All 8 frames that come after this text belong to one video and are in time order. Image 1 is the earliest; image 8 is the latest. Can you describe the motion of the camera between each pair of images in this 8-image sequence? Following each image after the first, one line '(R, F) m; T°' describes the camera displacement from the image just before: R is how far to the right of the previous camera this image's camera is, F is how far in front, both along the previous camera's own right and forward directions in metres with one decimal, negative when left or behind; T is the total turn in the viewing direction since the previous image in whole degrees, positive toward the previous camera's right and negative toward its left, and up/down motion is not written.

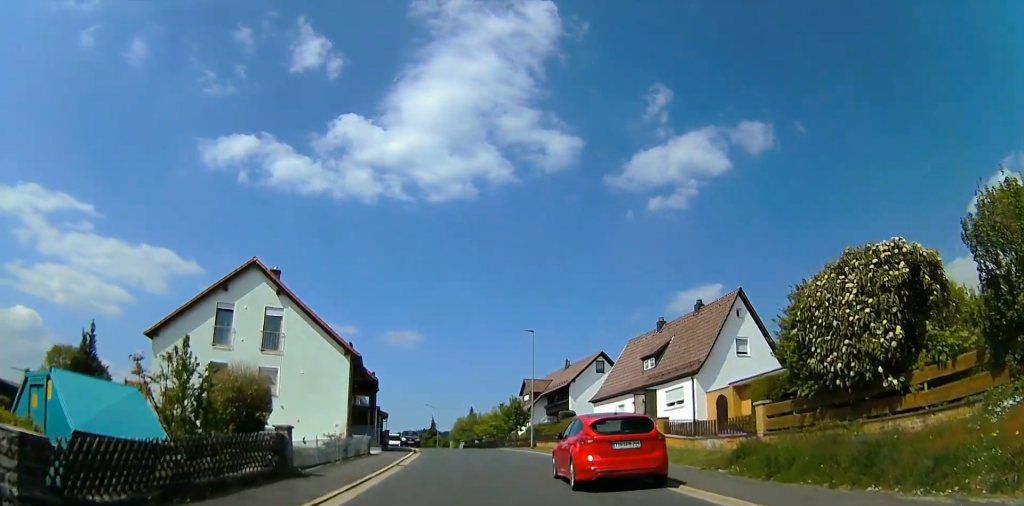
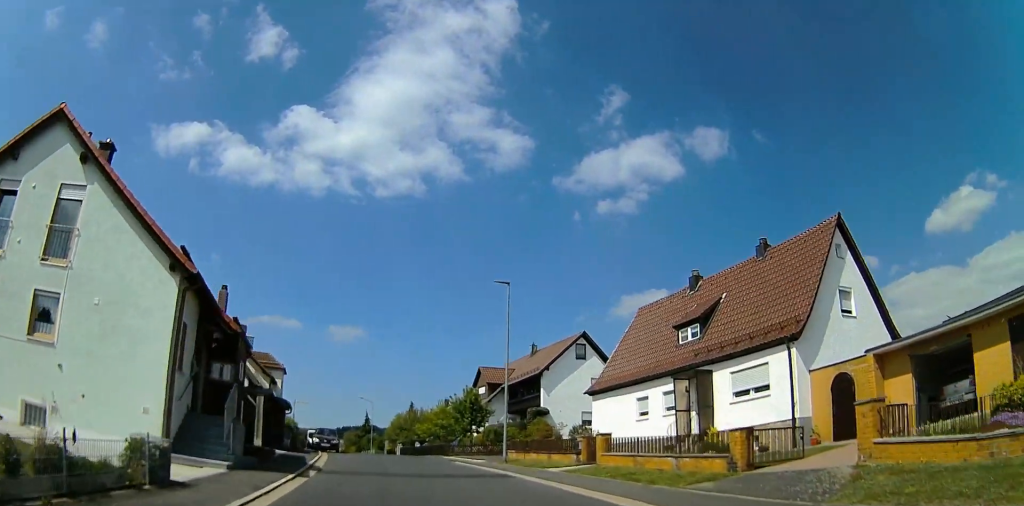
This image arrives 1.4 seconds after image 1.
(-0.2, +14.0) m; +1°
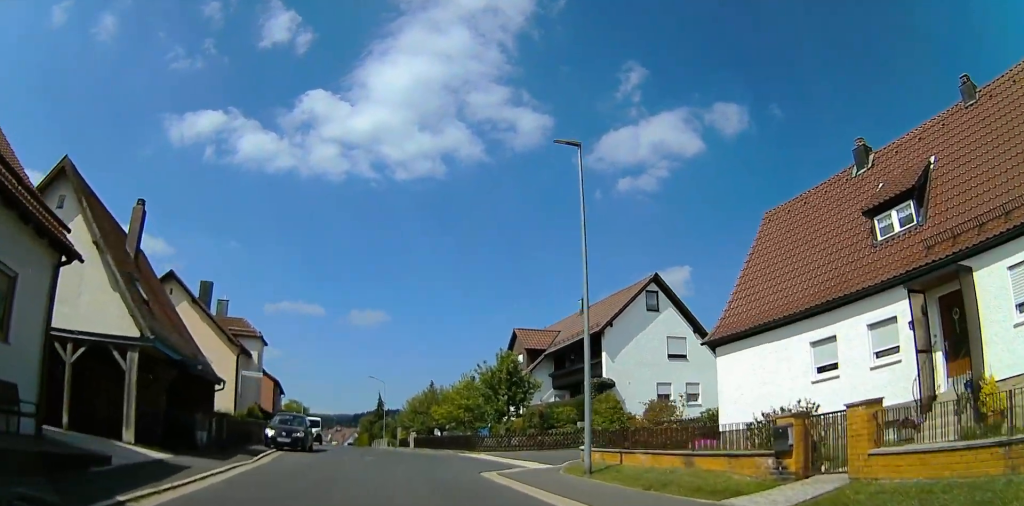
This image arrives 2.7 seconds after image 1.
(-0.6, +13.2) m; -5°
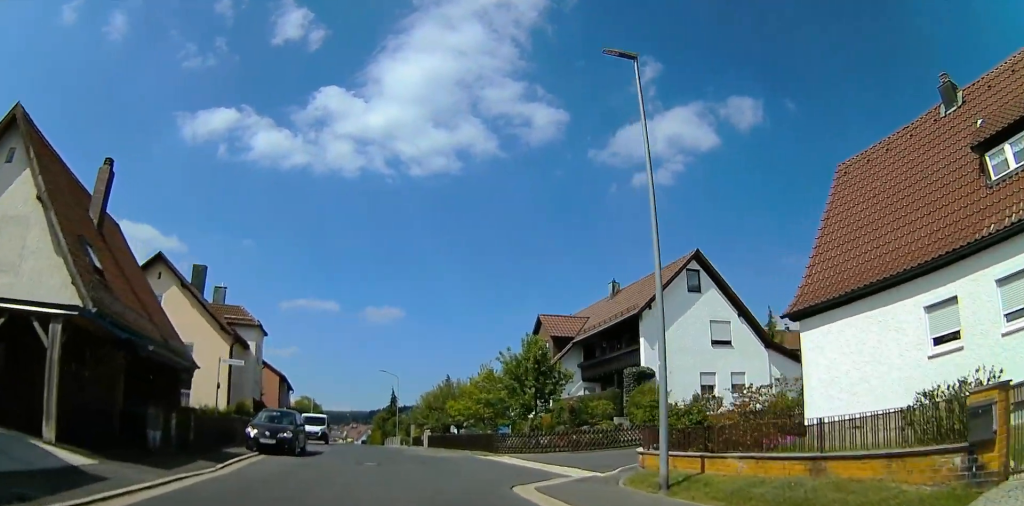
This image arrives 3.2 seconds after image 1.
(0.0, +4.4) m; 0°
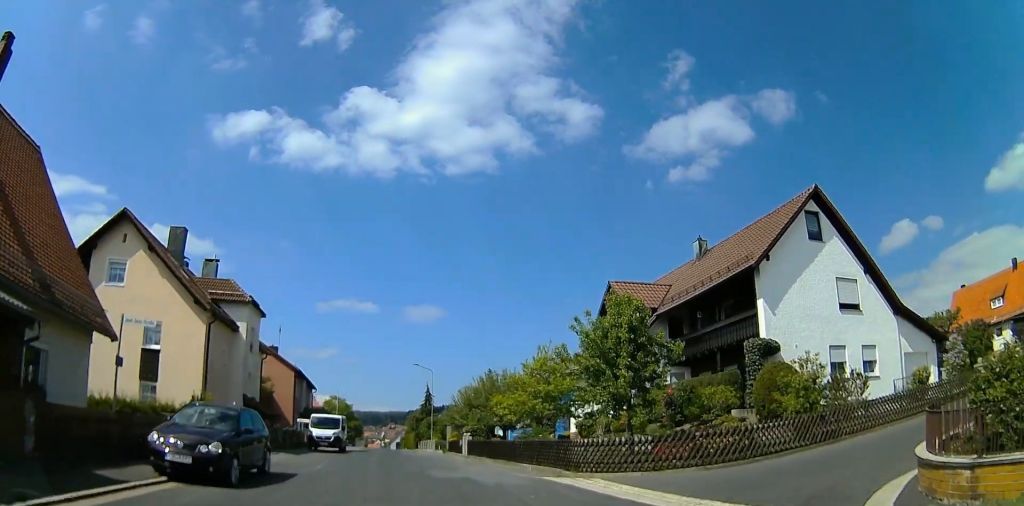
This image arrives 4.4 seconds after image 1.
(+0.4, +10.2) m; -2°
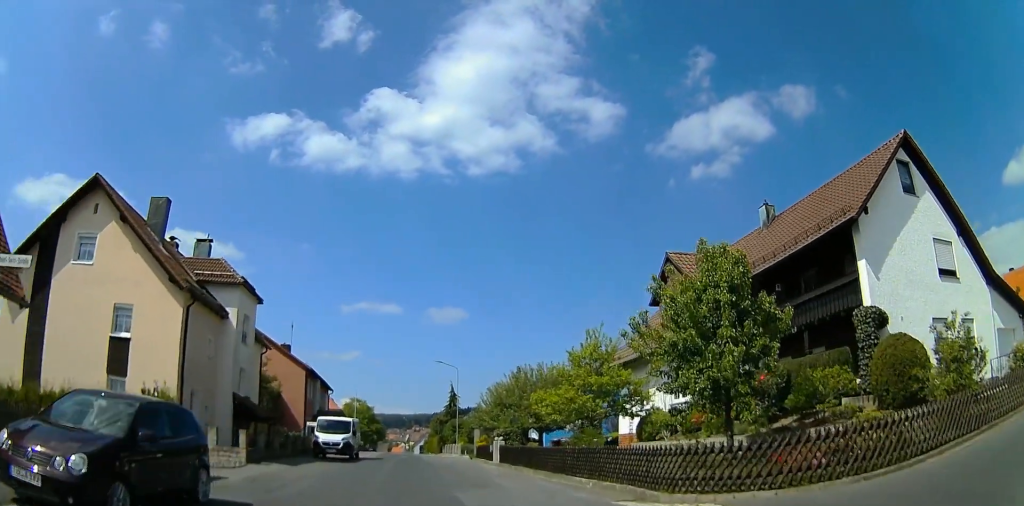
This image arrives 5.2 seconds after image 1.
(-0.2, +5.5) m; -2°
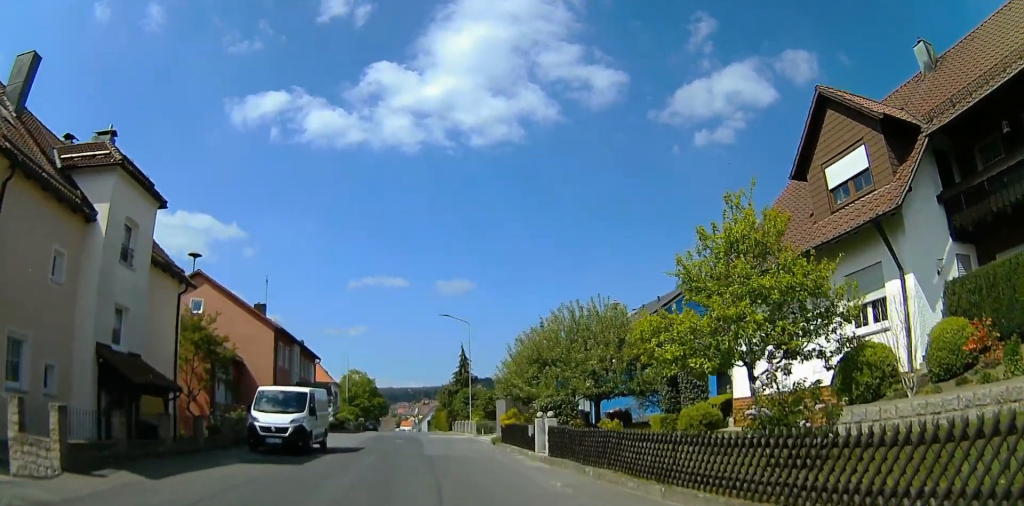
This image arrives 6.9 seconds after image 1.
(+1.0, +10.6) m; +5°
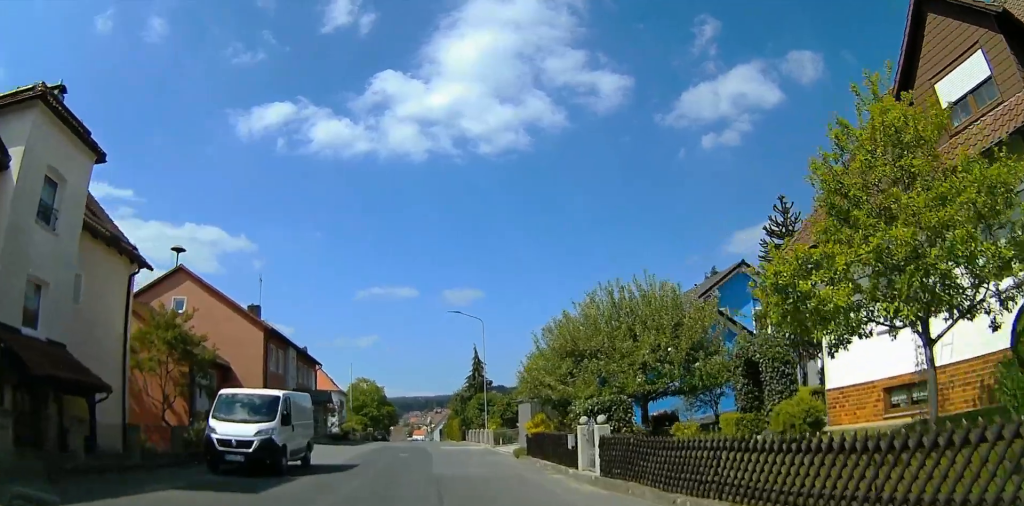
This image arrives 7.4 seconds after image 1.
(-0.7, +4.5) m; -5°
